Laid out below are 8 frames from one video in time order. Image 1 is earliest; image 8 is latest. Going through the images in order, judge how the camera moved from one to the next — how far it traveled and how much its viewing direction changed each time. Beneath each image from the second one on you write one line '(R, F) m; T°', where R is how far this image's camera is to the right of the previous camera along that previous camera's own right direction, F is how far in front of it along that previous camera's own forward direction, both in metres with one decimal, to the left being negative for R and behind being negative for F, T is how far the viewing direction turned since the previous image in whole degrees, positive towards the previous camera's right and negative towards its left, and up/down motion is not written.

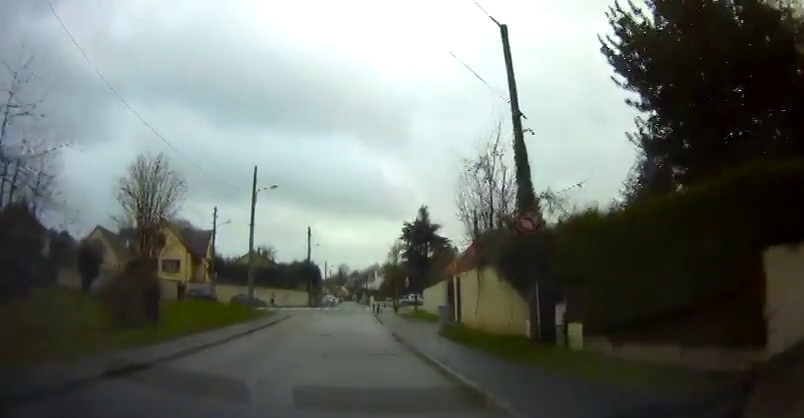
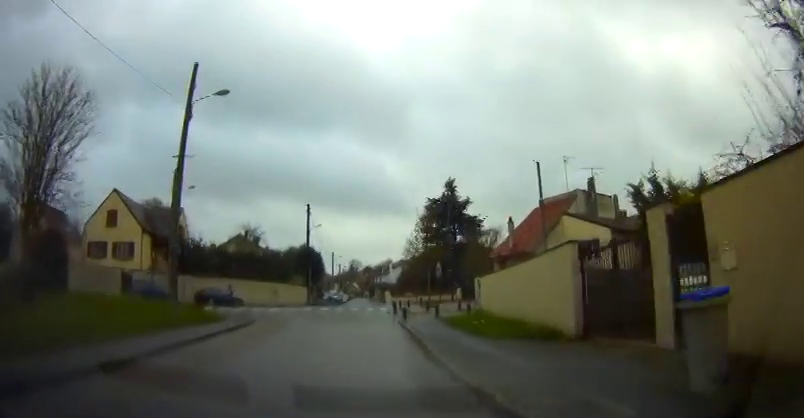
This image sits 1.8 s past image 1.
(0.0, +15.4) m; +1°
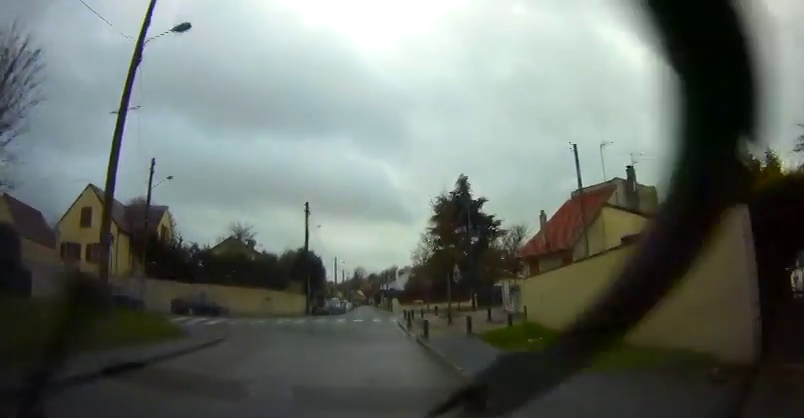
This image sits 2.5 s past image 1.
(+0.1, +5.8) m; 0°
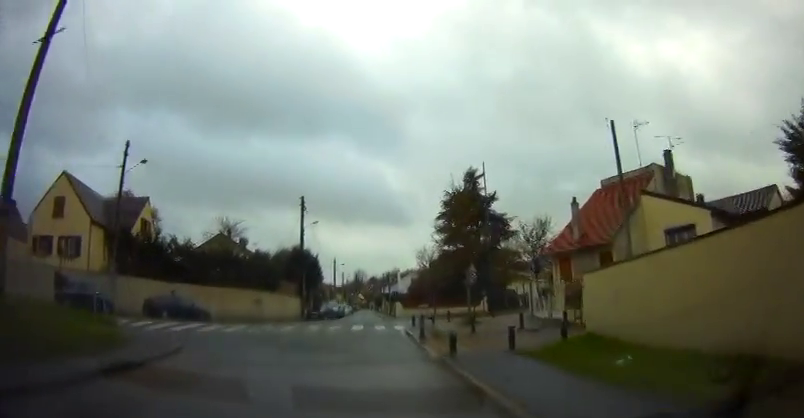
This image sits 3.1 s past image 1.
(-0.1, +4.6) m; 0°
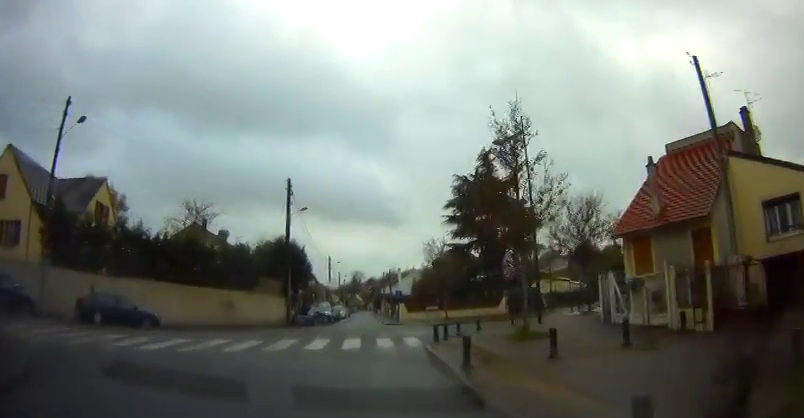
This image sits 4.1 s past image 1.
(0.0, +7.7) m; 0°
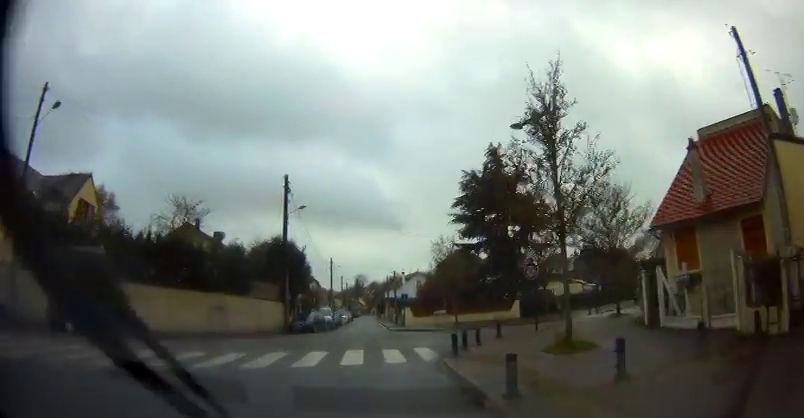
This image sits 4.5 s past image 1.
(+0.1, +2.8) m; 0°
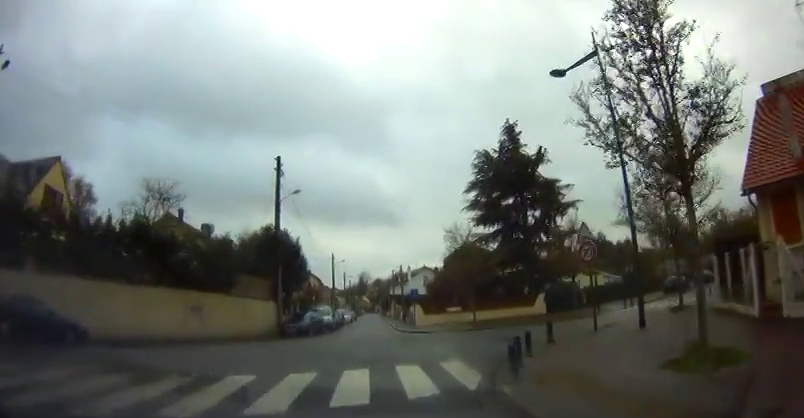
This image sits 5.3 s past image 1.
(-0.1, +4.8) m; 0°
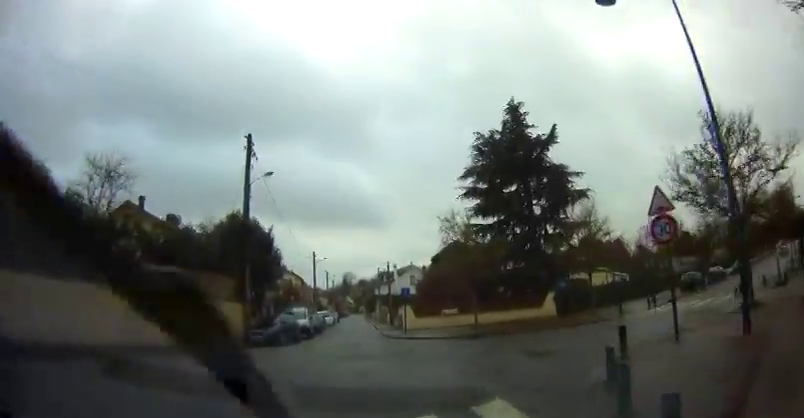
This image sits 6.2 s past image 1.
(+0.1, +5.1) m; +5°
